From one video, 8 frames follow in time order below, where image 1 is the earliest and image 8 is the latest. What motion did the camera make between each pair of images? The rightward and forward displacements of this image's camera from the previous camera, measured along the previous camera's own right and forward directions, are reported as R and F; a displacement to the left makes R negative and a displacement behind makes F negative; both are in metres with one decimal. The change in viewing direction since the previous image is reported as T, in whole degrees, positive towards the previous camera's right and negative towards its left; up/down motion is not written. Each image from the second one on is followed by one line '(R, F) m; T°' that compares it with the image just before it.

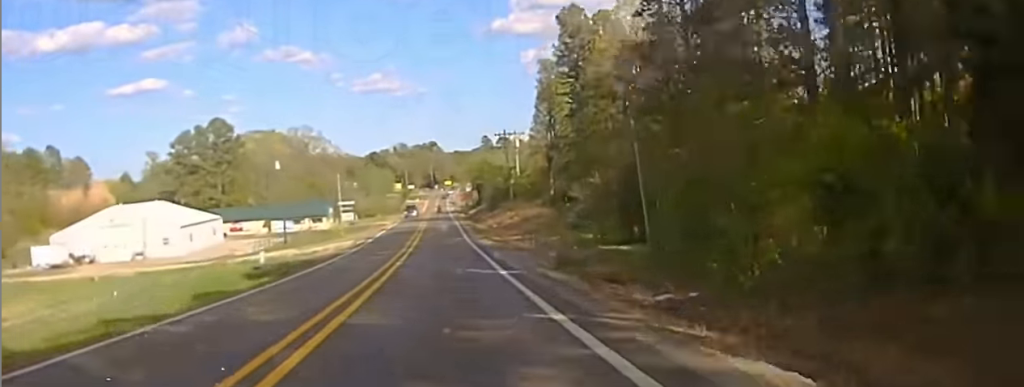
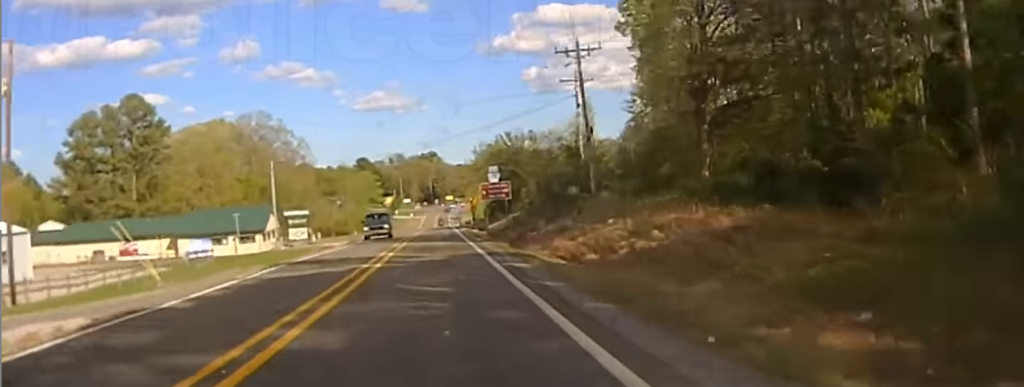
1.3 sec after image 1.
(-0.1, +42.8) m; 0°
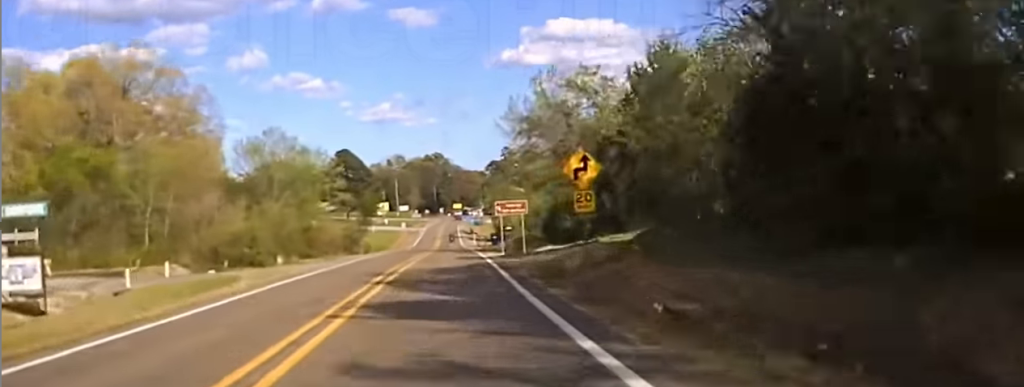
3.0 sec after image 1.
(-0.1, +75.4) m; 0°
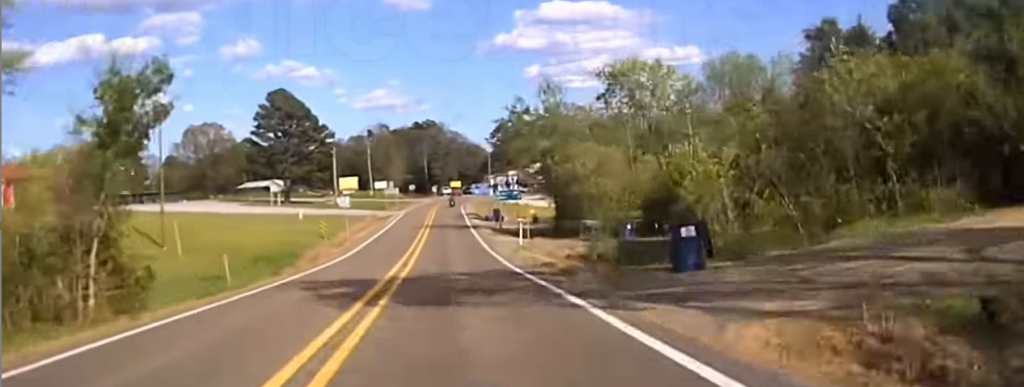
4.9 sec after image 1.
(+0.1, +95.5) m; 0°
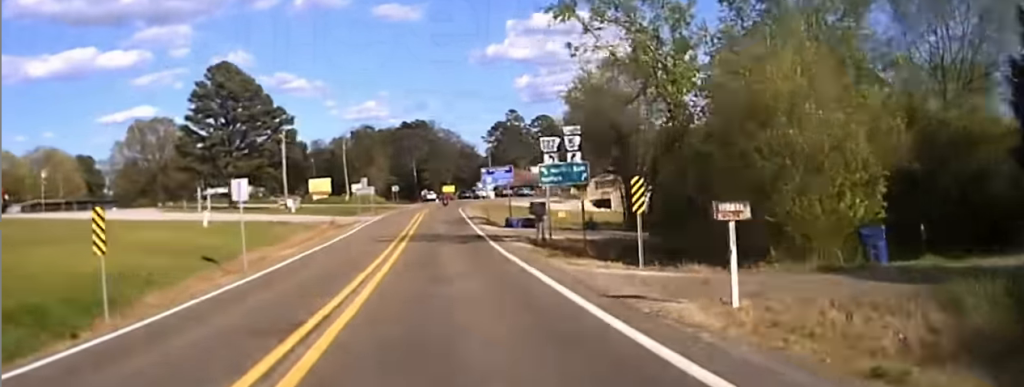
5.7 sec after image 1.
(-0.3, +33.5) m; 0°
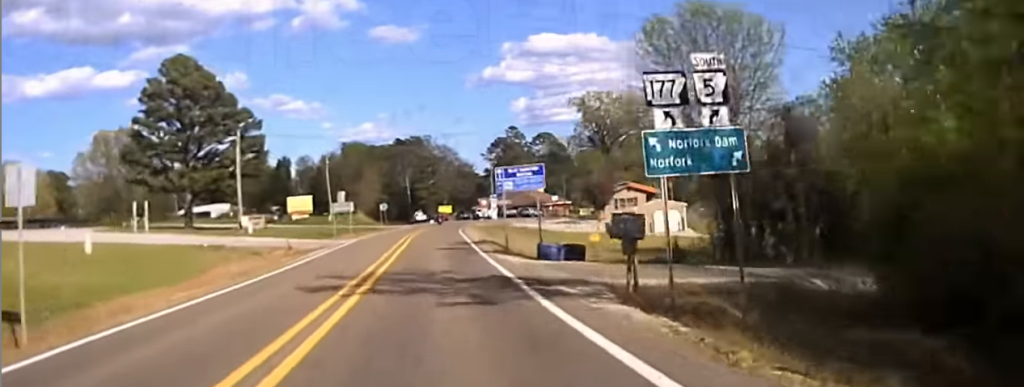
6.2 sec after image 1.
(+0.4, +18.7) m; +1°
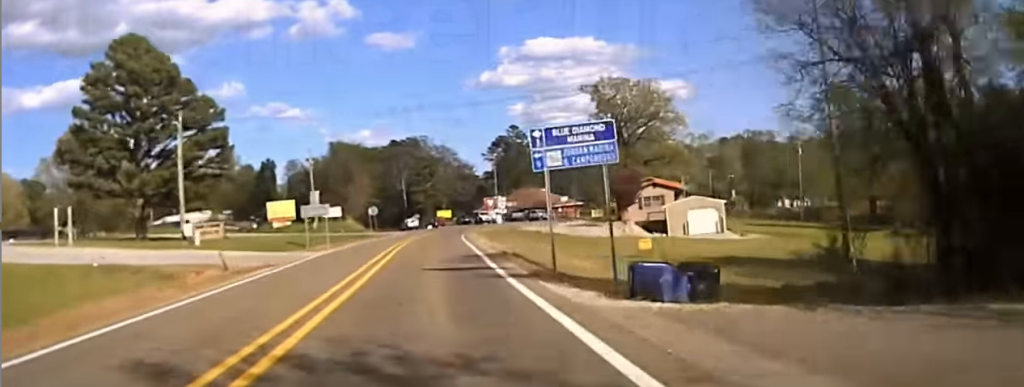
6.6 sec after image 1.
(+0.1, +14.8) m; +1°
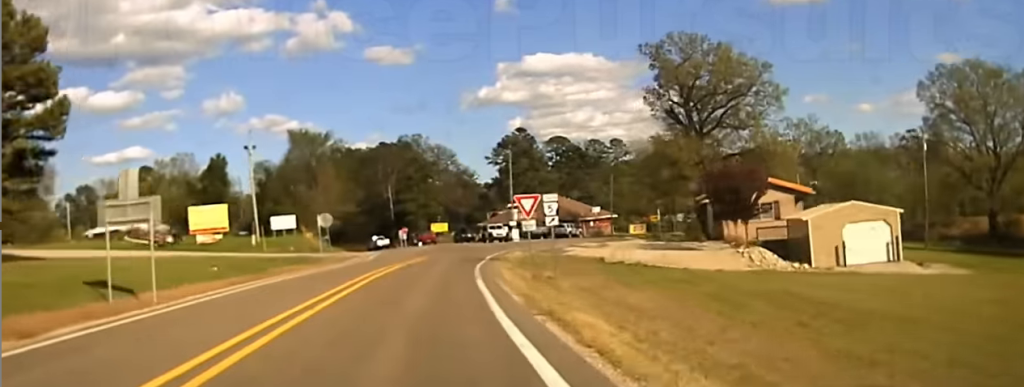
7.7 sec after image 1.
(0.0, +33.7) m; 0°
